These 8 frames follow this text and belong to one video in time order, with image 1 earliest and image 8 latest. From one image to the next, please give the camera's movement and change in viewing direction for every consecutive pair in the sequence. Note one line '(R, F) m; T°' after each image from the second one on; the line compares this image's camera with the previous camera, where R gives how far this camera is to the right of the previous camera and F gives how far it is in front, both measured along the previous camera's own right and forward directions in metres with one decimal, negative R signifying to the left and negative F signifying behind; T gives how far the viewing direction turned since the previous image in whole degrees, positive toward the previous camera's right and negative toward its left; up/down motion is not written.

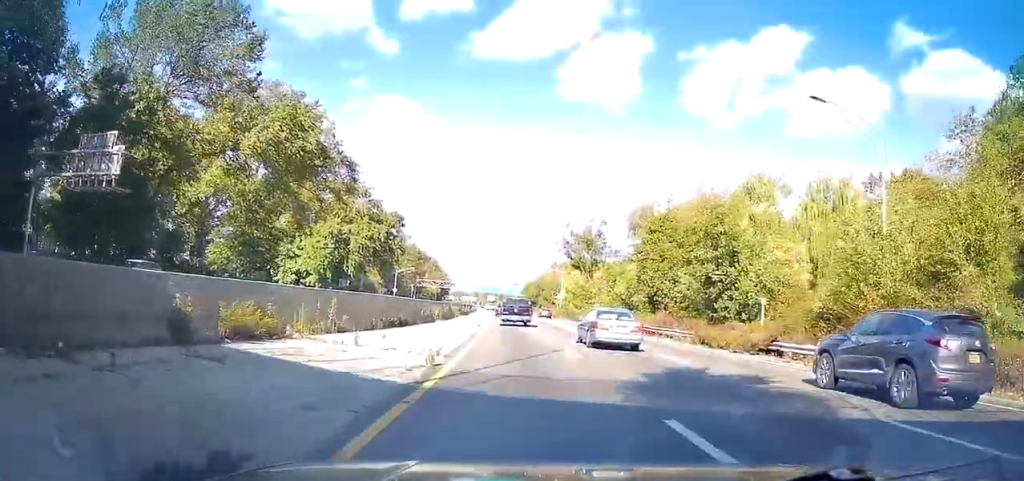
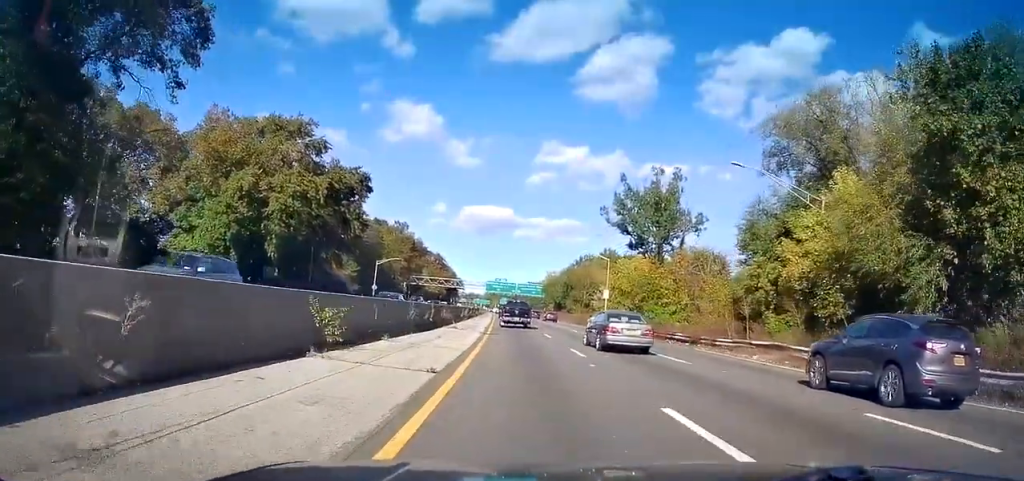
(-1.1, +36.3) m; -2°
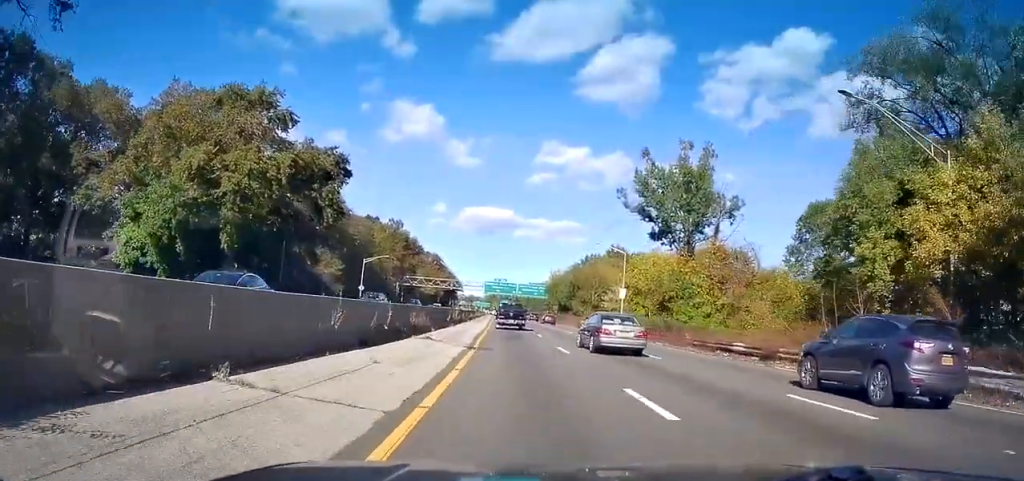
(0.0, +10.2) m; 0°
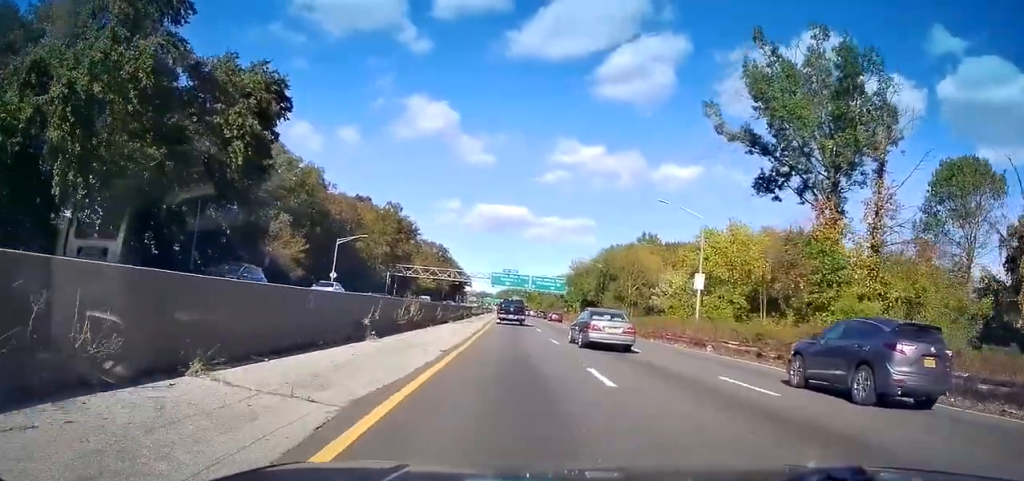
(+0.3, +22.3) m; 0°
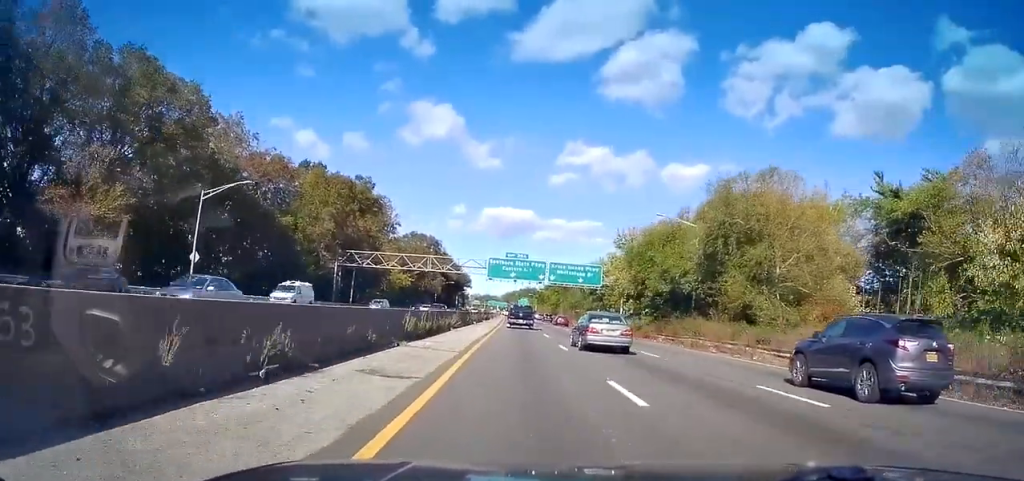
(-0.8, +39.4) m; -3°
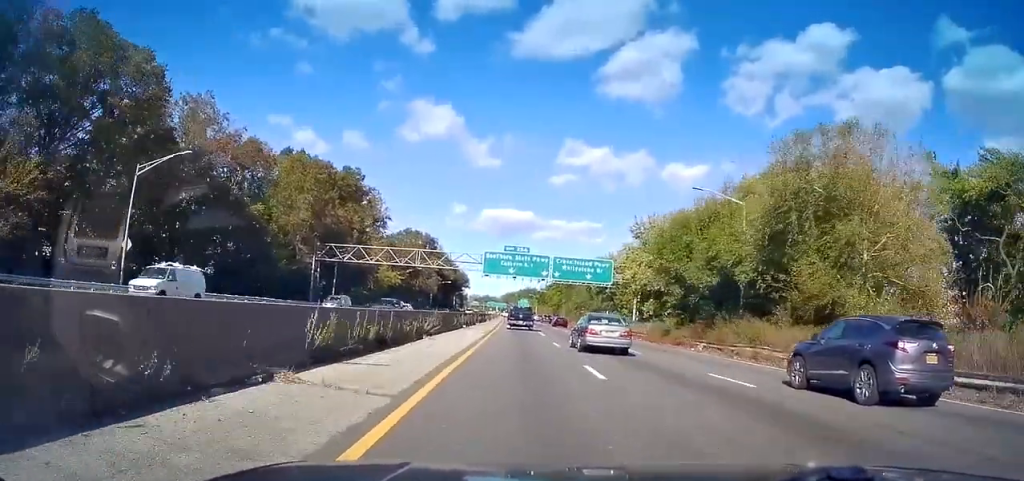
(-0.1, +9.0) m; 0°
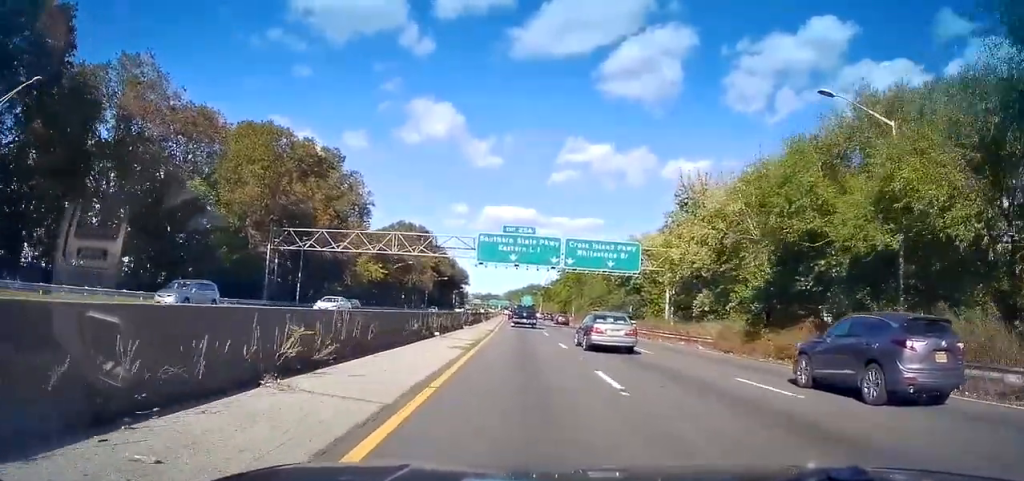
(-0.1, +14.3) m; 0°
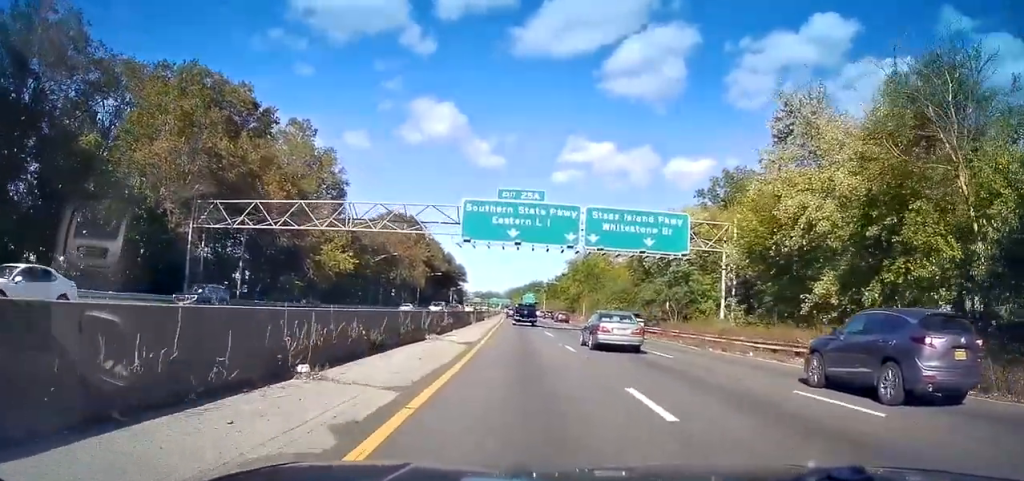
(0.0, +15.5) m; 0°
